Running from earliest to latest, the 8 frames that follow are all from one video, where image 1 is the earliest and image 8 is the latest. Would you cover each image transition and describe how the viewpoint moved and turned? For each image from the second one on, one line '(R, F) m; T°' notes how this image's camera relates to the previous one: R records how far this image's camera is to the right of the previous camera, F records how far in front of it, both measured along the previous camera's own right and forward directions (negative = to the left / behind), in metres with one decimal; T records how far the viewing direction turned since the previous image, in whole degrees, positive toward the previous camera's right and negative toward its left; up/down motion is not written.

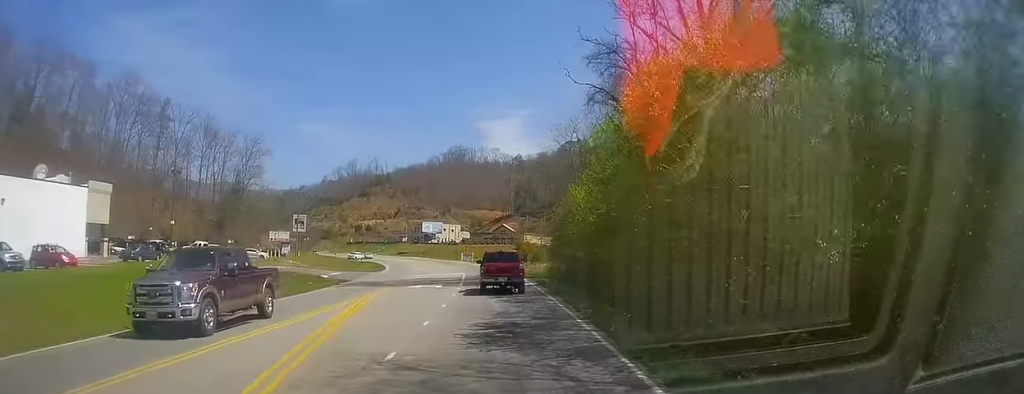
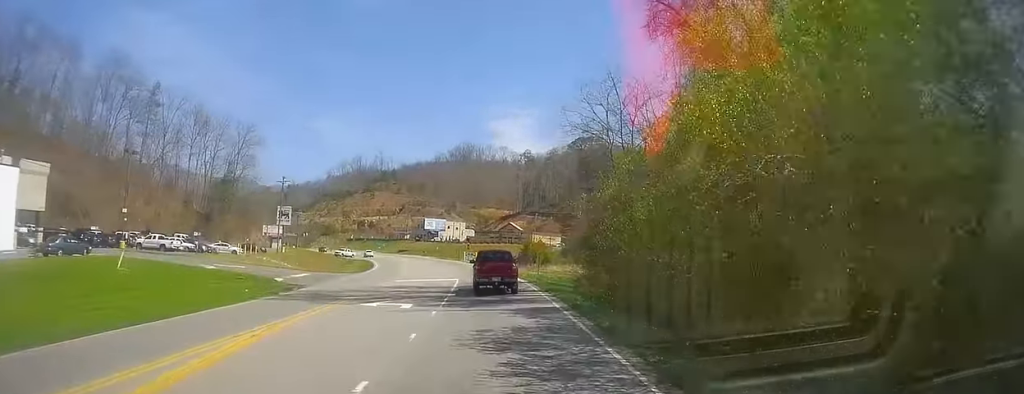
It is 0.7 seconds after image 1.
(0.0, +11.6) m; -1°
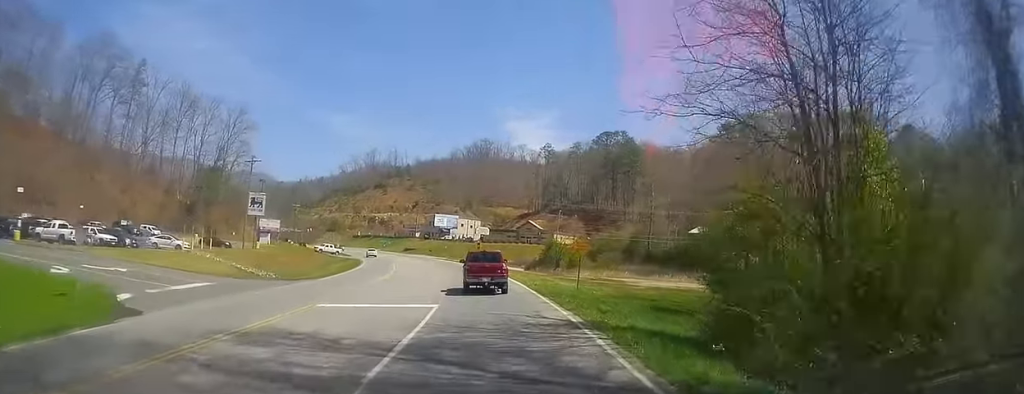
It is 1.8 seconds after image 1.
(-0.4, +18.3) m; -2°
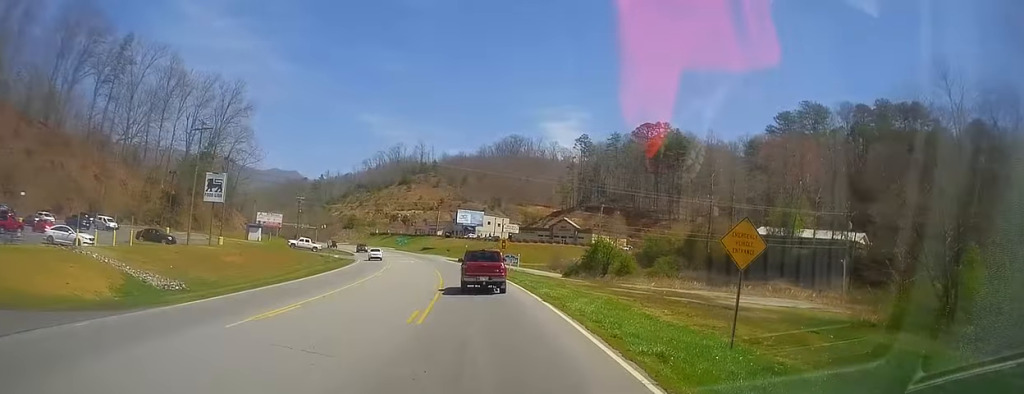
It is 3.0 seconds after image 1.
(-0.4, +20.5) m; -3°
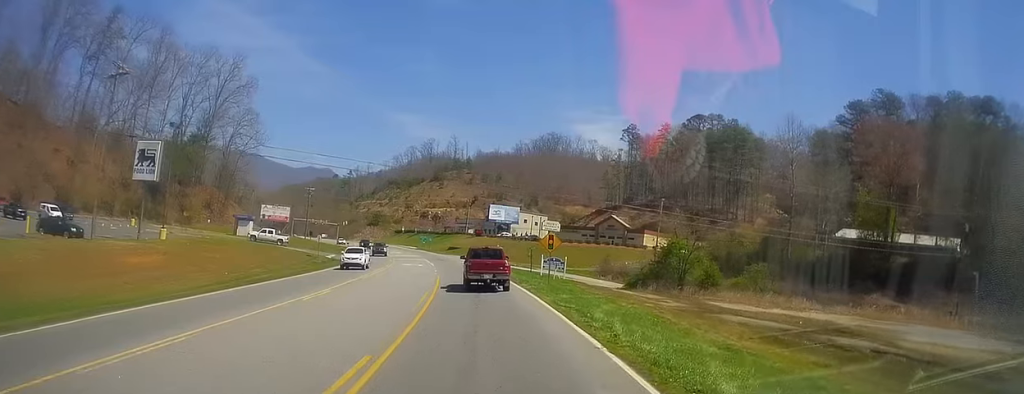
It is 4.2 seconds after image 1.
(-0.5, +19.9) m; -2°
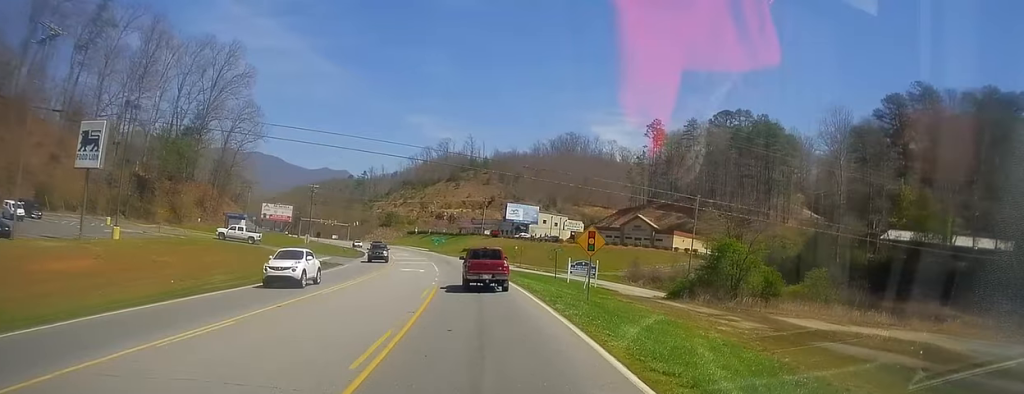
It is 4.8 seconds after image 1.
(+0.3, +9.9) m; -3°
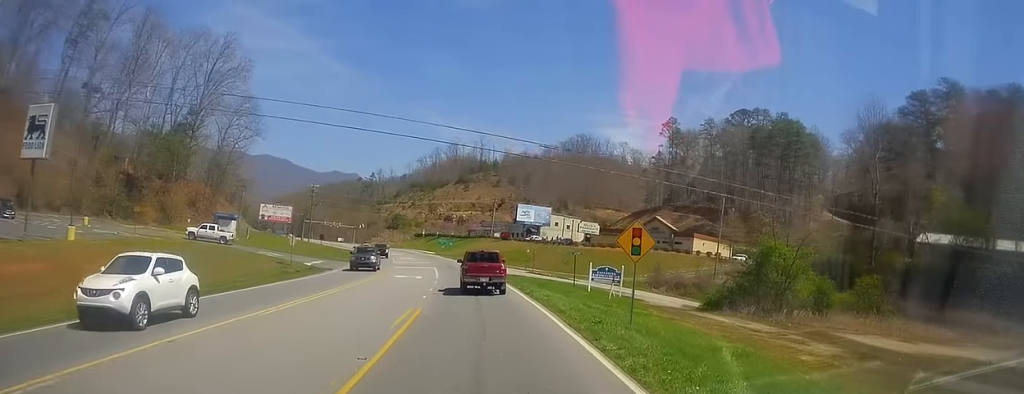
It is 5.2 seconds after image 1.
(-0.2, +6.8) m; -2°
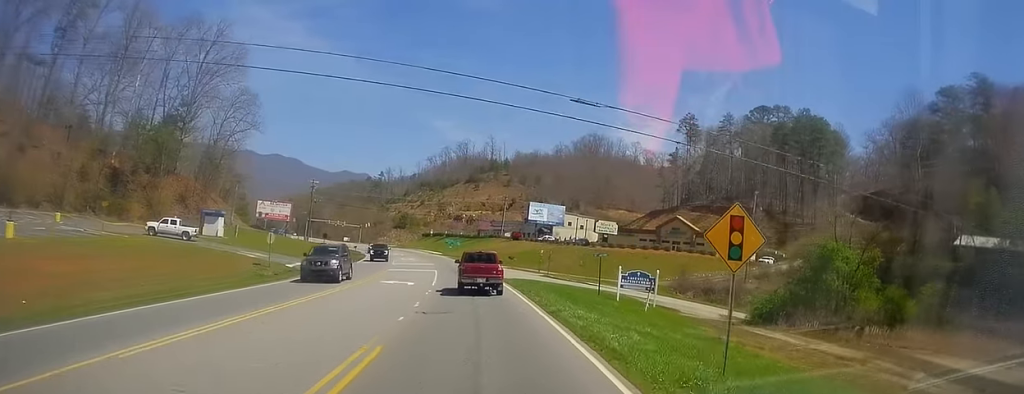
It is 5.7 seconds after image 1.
(-0.5, +7.3) m; -1°
